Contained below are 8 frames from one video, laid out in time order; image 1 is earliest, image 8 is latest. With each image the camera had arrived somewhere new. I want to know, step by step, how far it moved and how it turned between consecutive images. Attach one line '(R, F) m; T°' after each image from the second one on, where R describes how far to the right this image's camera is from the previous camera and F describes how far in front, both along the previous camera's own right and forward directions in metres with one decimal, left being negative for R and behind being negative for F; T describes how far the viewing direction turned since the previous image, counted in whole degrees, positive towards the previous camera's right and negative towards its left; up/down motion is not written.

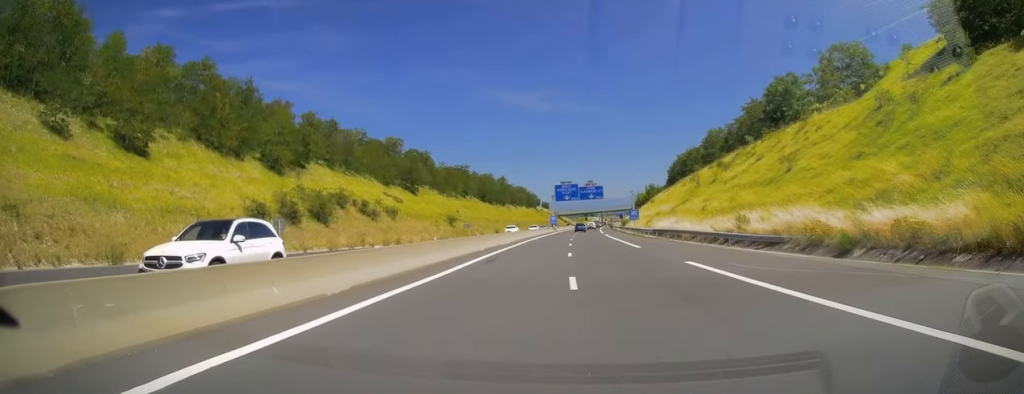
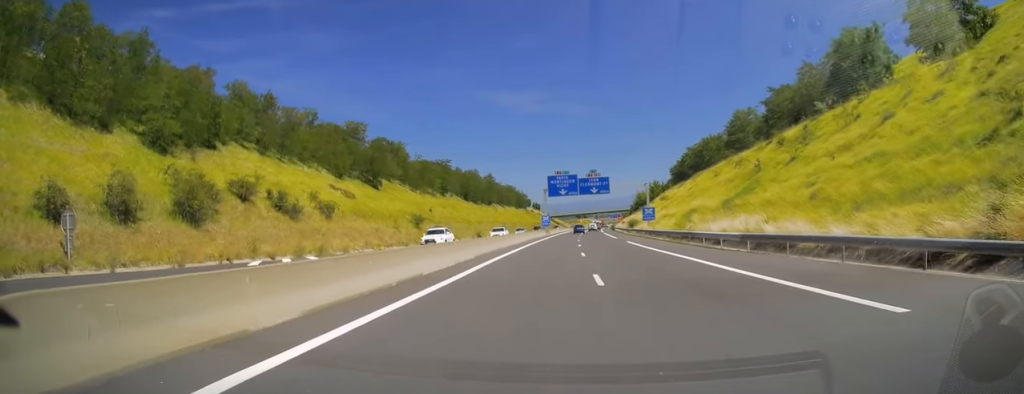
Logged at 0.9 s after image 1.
(+0.5, +25.2) m; +1°
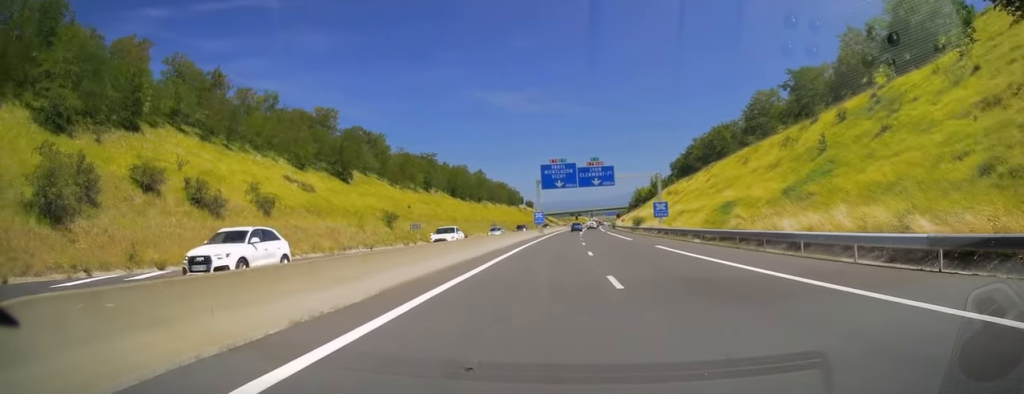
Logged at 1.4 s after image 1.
(-0.2, +14.4) m; 0°
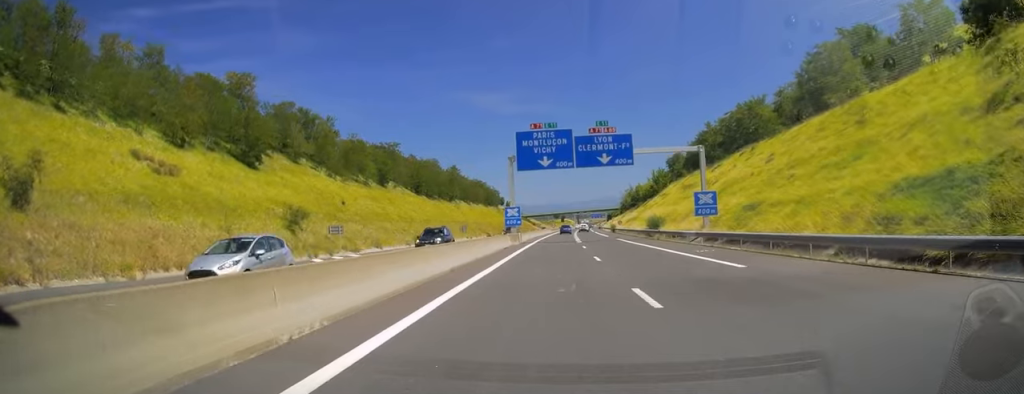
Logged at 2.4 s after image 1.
(+0.3, +28.9) m; +2°
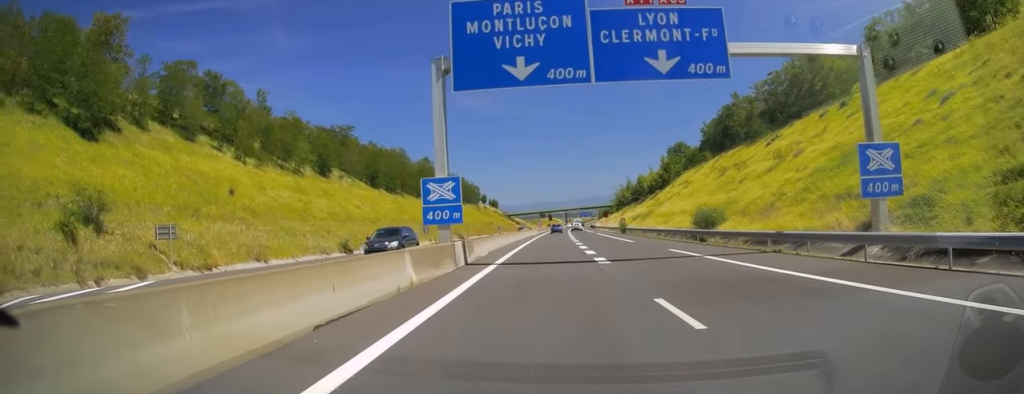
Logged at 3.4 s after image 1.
(+0.6, +28.7) m; +2°
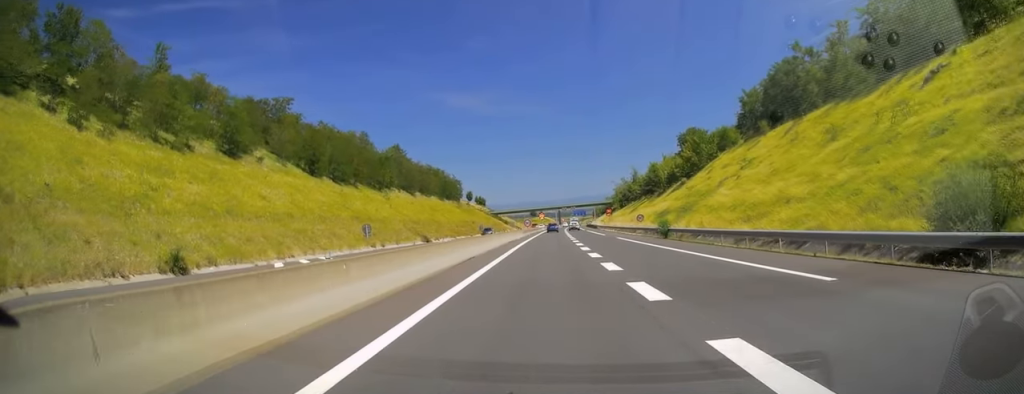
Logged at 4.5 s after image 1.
(+0.2, +30.4) m; +1°
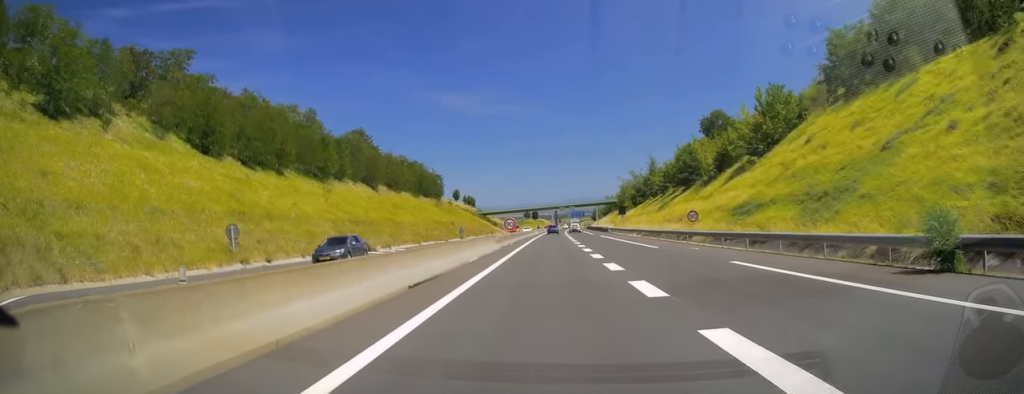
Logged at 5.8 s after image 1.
(+0.2, +32.4) m; +1°
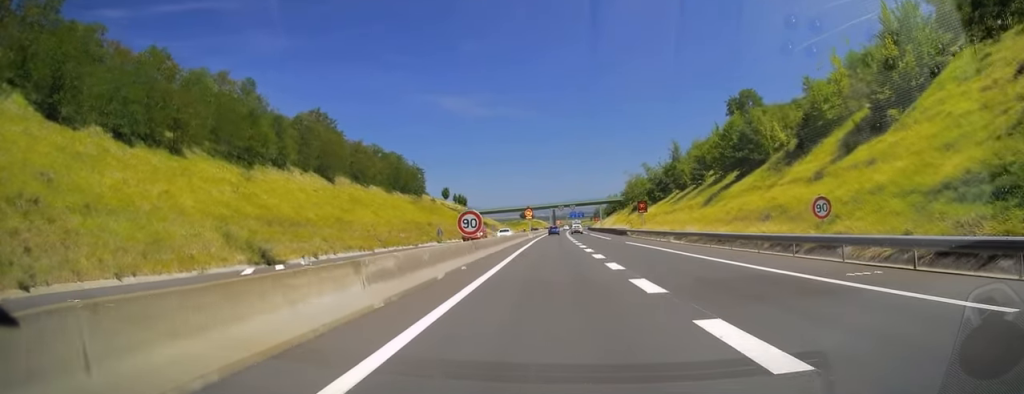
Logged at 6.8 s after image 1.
(+0.1, +25.3) m; 0°
